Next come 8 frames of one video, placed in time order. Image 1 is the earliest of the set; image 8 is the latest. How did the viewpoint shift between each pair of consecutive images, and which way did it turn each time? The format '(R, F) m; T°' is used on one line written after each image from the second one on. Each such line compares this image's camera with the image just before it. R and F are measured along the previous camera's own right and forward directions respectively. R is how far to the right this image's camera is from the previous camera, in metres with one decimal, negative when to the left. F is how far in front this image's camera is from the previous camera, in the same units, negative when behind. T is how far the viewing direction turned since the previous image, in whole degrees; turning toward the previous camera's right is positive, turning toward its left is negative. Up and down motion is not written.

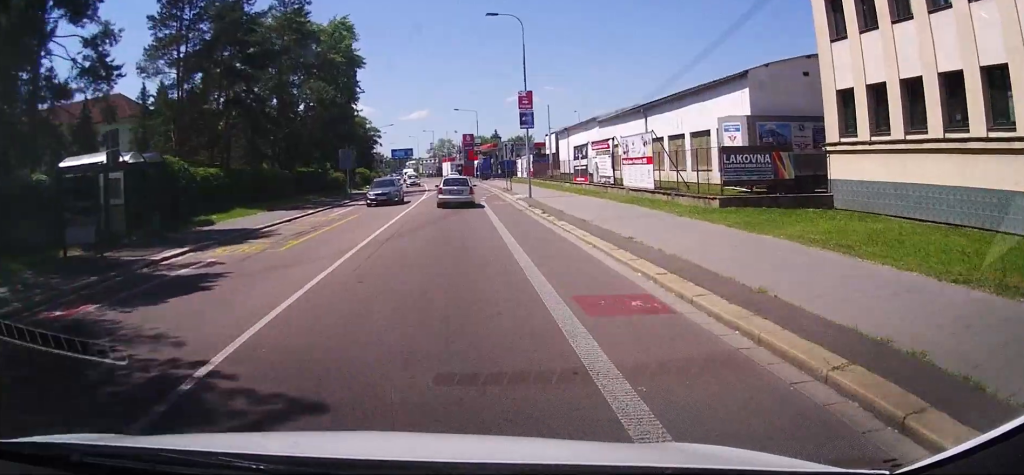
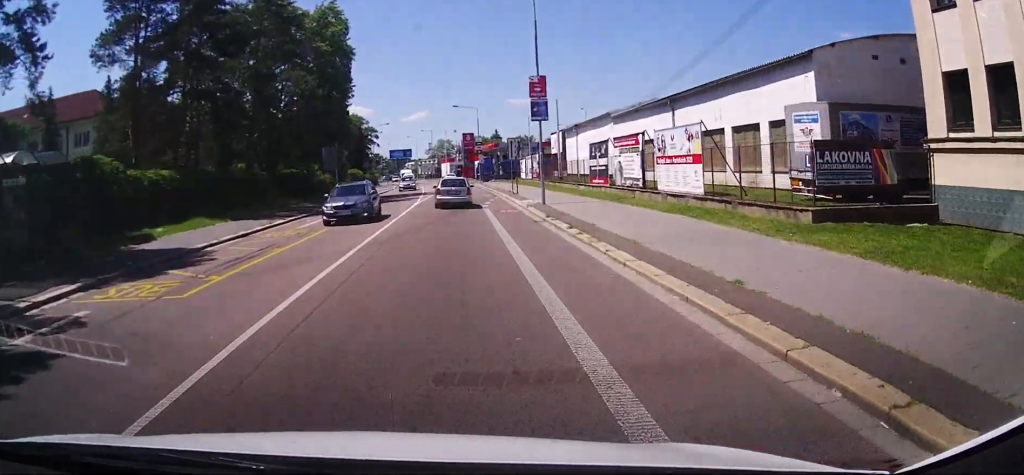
(0.0, +5.6) m; 0°
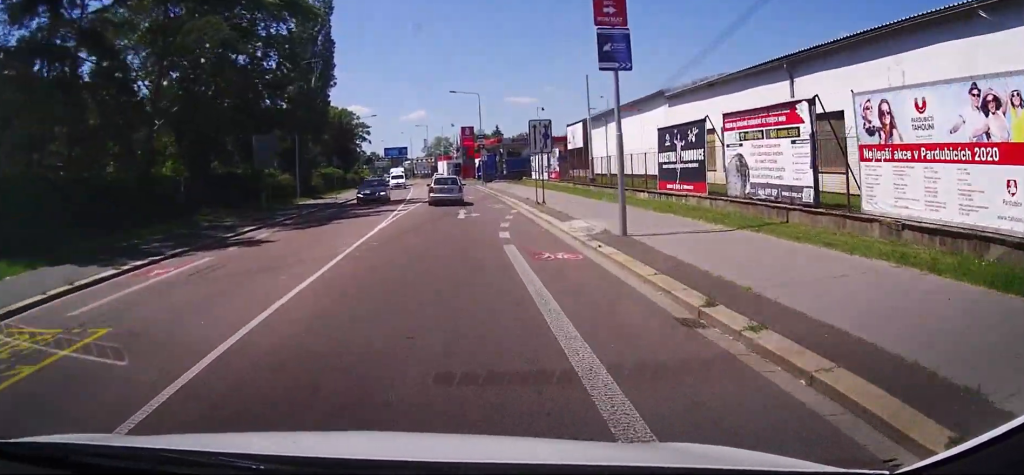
(0.0, +12.6) m; +4°
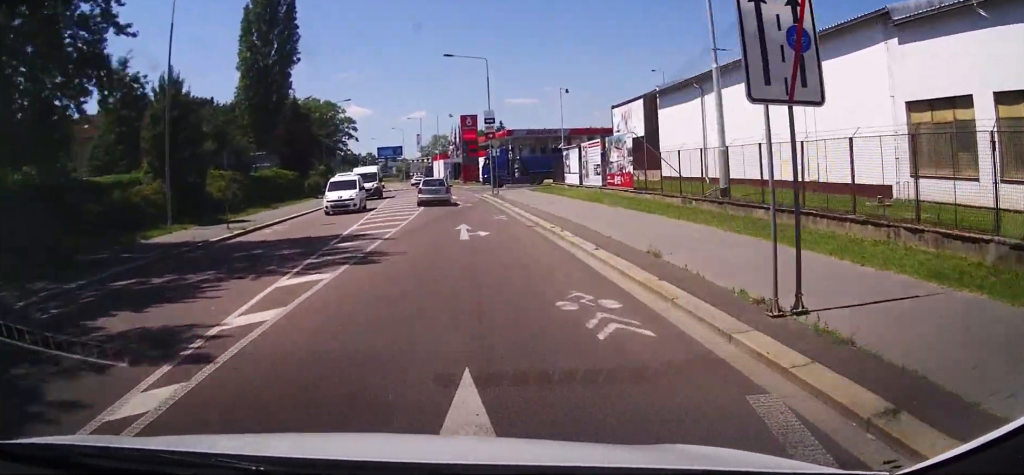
(+1.7, +16.7) m; +8°
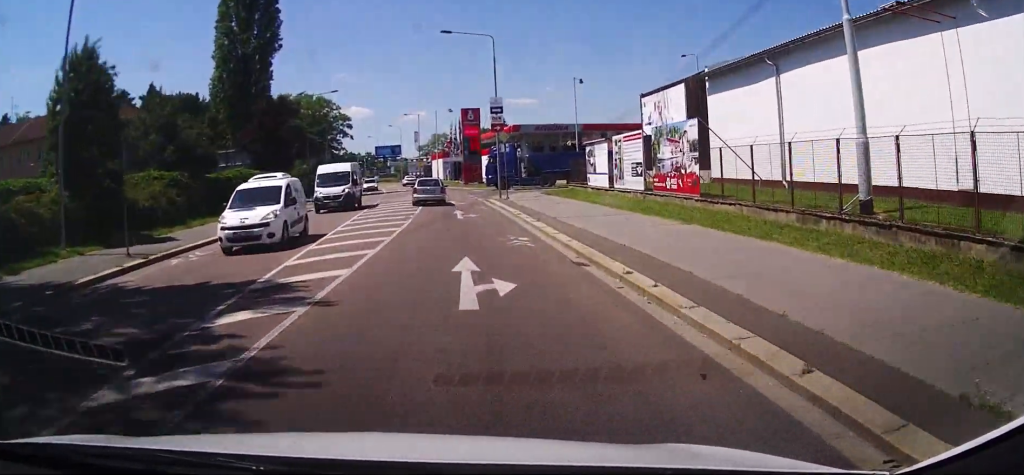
(-0.1, +6.2) m; -4°
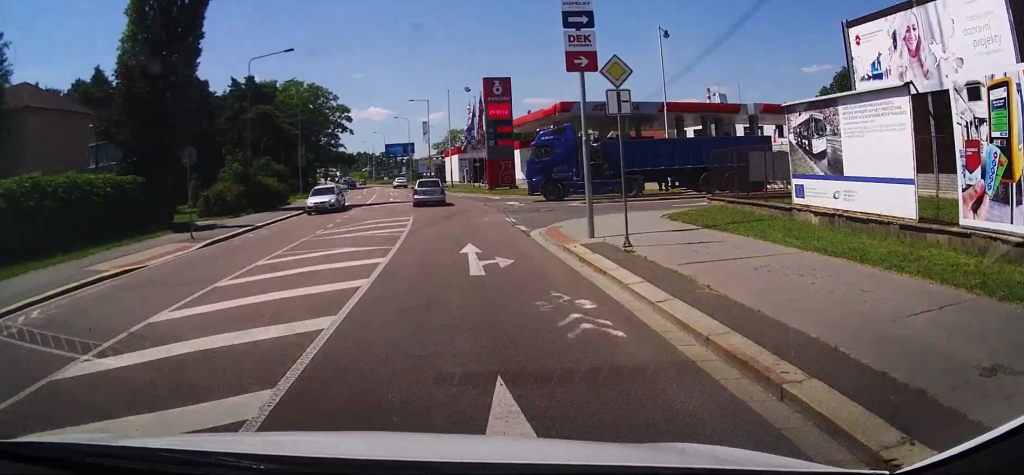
(-1.9, +17.7) m; -9°
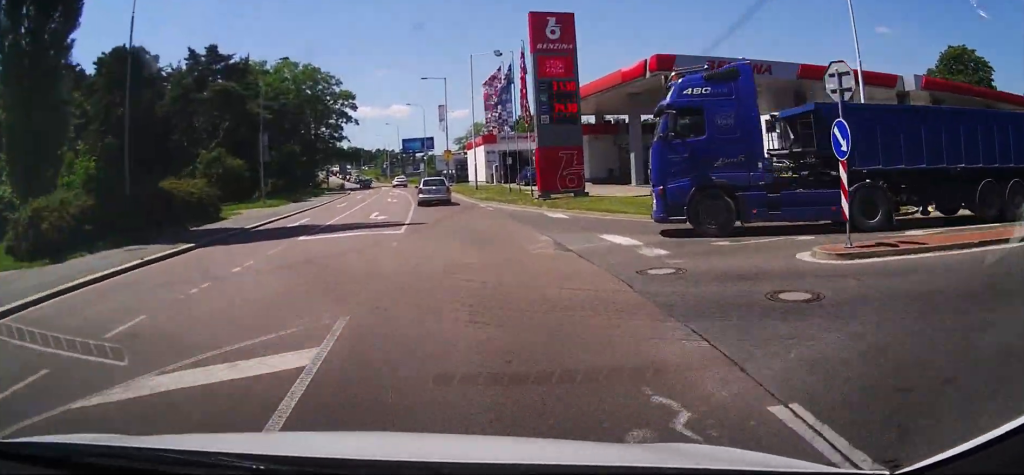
(0.0, +18.6) m; -1°
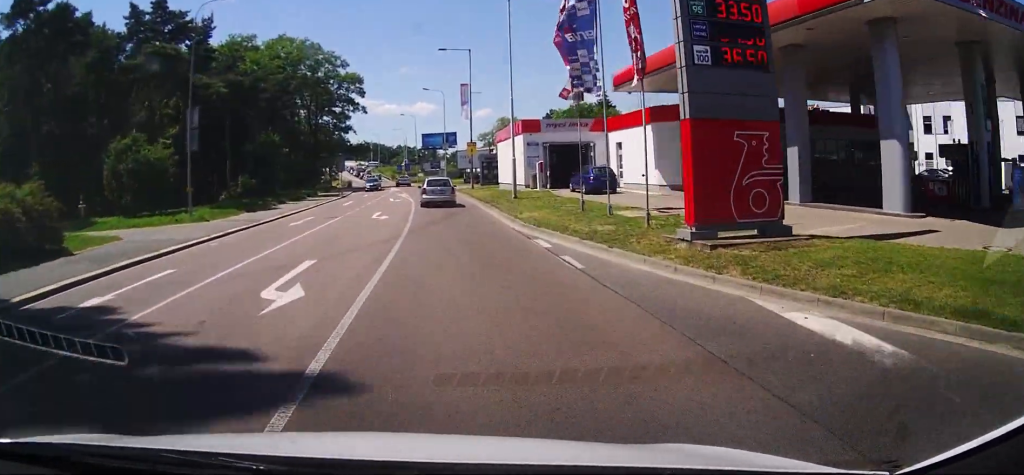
(-0.3, +16.4) m; -2°
